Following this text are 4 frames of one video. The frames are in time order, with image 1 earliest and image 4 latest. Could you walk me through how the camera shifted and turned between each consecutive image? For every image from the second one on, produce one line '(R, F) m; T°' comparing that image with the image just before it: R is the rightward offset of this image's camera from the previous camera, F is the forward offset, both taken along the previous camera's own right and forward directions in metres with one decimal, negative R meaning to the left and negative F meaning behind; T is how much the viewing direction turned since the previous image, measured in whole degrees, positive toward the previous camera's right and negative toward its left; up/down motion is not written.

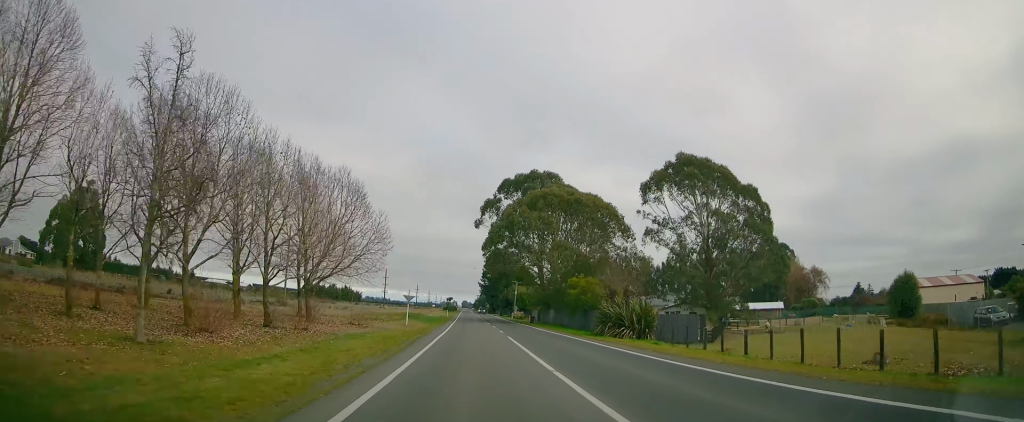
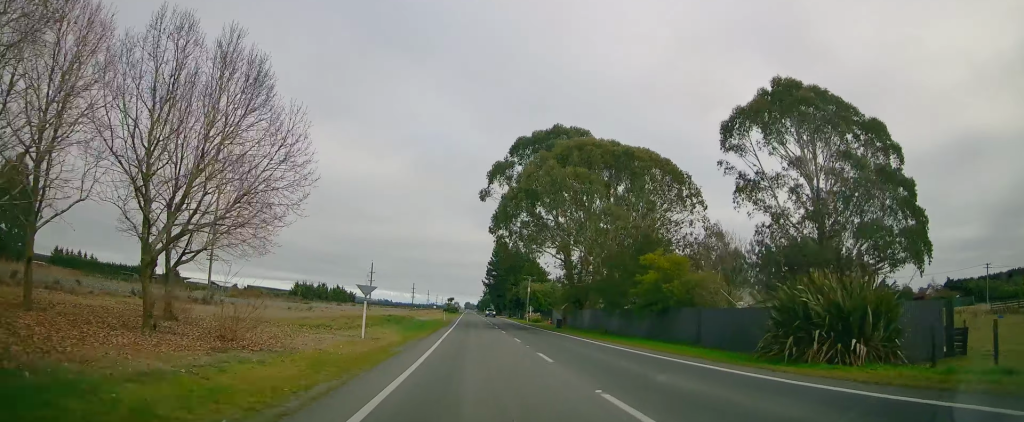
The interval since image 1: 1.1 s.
(-0.1, +20.1) m; -2°
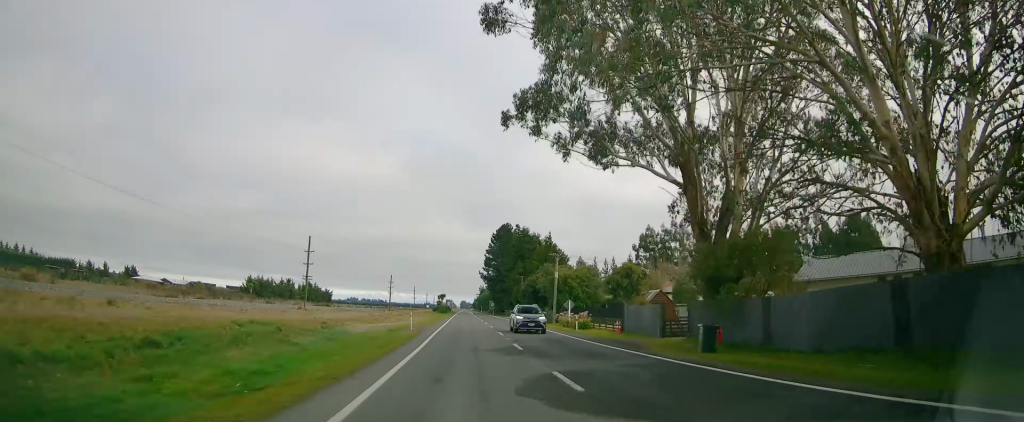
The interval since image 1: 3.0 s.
(-0.2, +35.6) m; 0°
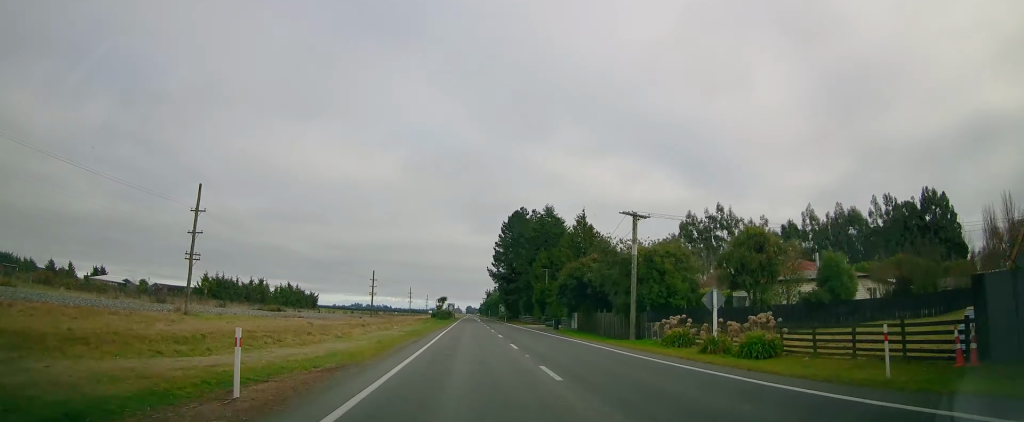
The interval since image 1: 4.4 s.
(0.0, +27.5) m; 0°
